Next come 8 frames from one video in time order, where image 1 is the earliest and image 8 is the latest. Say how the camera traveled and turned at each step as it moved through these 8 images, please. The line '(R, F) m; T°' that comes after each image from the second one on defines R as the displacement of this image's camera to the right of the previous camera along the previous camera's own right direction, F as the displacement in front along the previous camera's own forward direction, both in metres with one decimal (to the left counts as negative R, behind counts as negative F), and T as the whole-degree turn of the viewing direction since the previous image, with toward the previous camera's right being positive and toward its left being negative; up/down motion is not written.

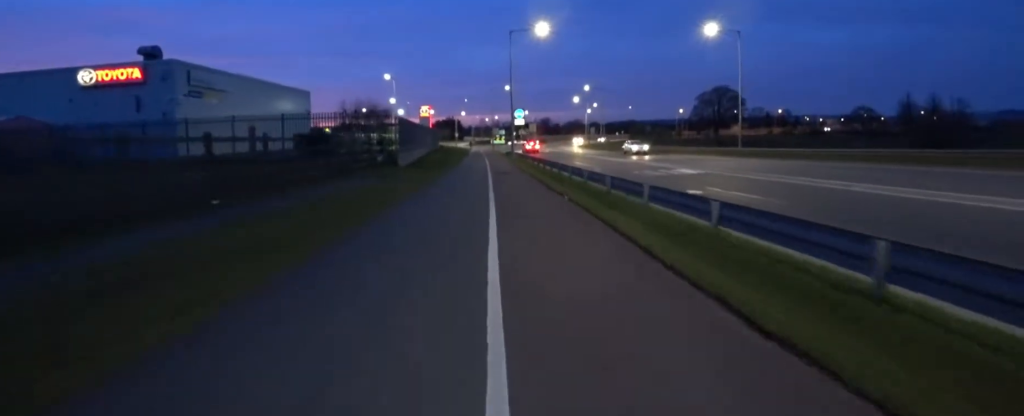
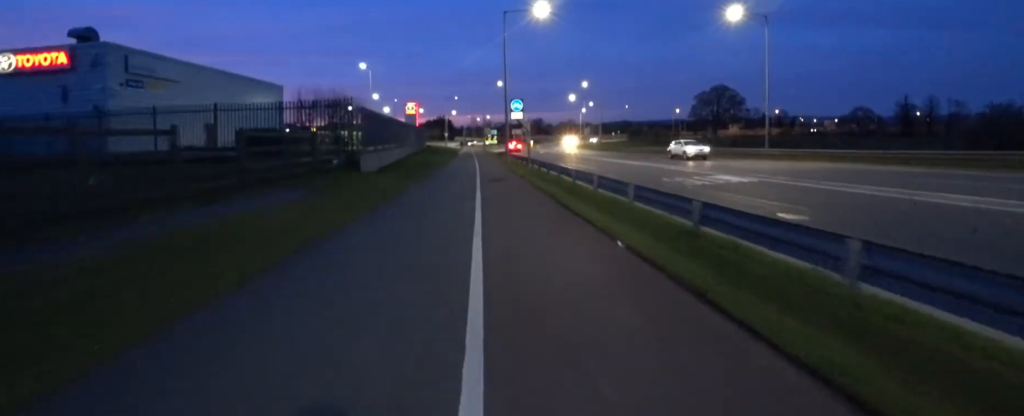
(0.0, +4.7) m; 0°
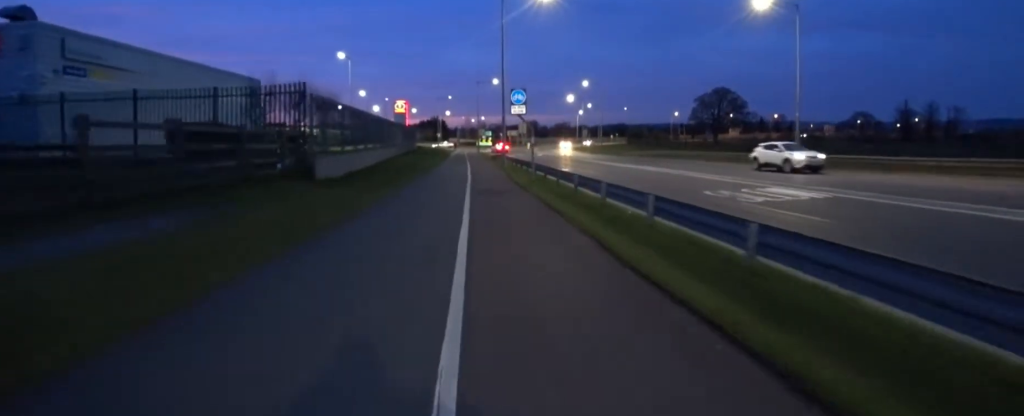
(0.0, +3.8) m; 0°
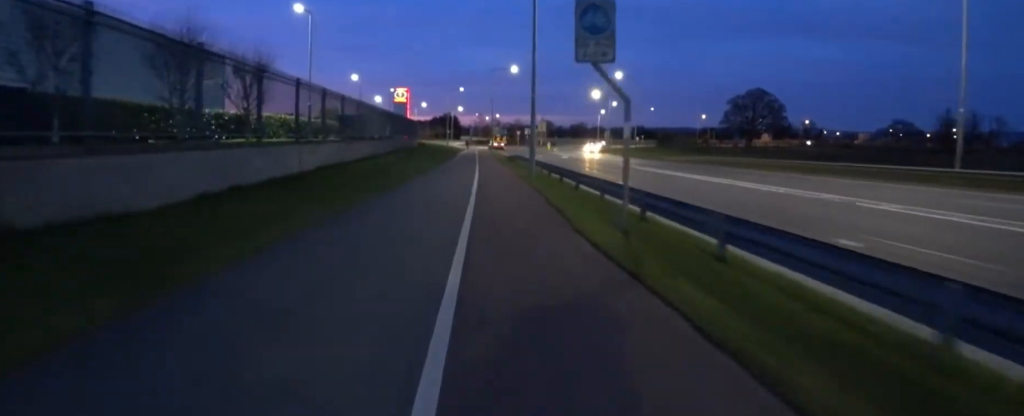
(0.0, +9.2) m; 0°
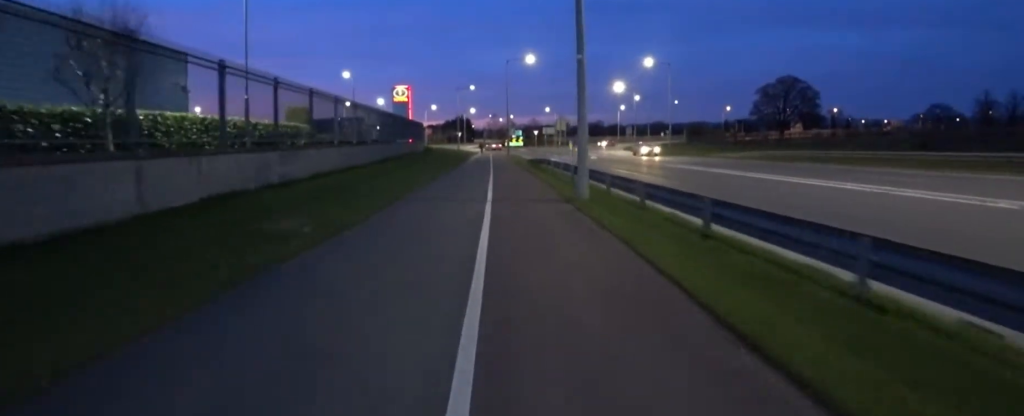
(0.0, +6.6) m; 0°
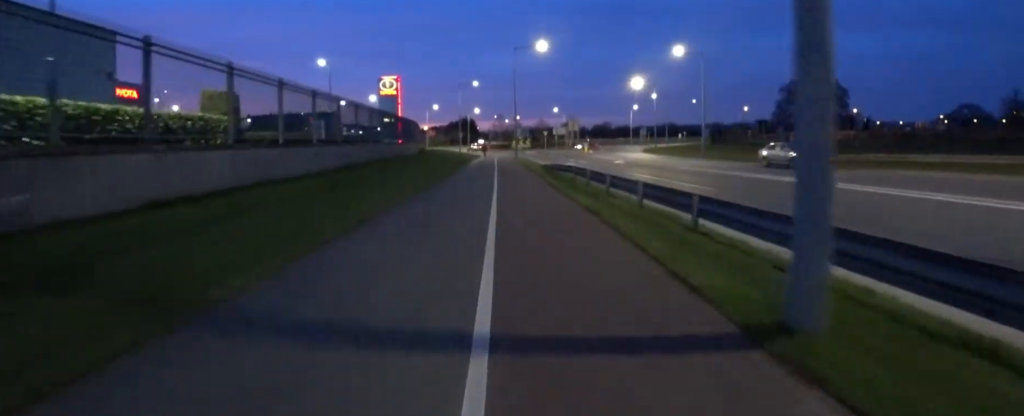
(0.0, +6.9) m; 0°
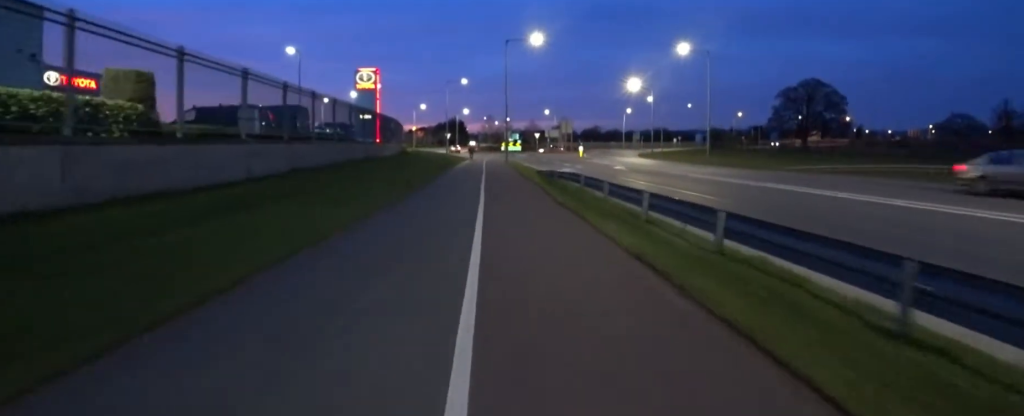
(0.0, +3.6) m; 0°
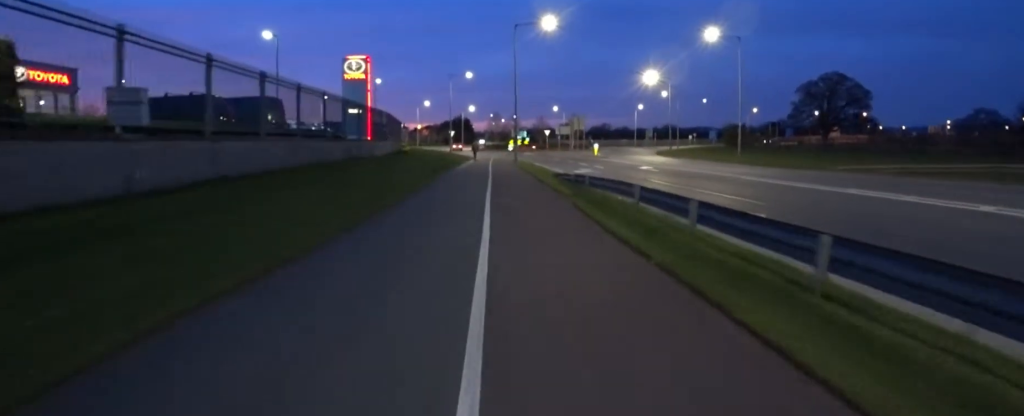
(0.0, +4.2) m; 0°
